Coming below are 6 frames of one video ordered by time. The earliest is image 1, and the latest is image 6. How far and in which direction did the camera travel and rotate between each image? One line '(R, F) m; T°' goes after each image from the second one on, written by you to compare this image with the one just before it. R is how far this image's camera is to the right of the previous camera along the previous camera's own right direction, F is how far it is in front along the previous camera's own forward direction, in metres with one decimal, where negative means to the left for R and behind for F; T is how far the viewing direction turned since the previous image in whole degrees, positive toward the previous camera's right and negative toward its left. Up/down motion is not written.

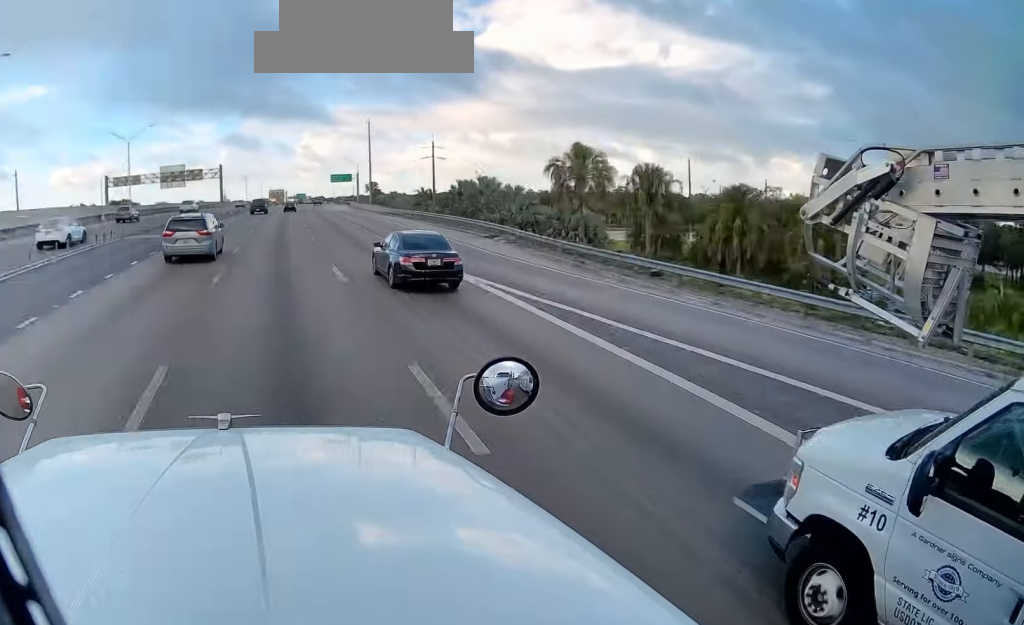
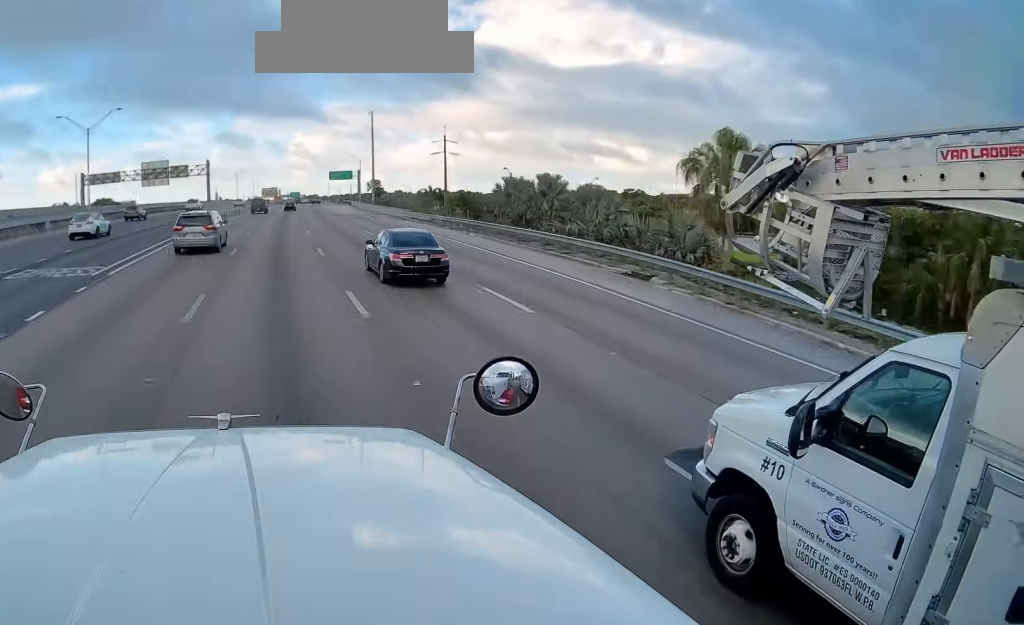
(+0.1, +14.5) m; 0°
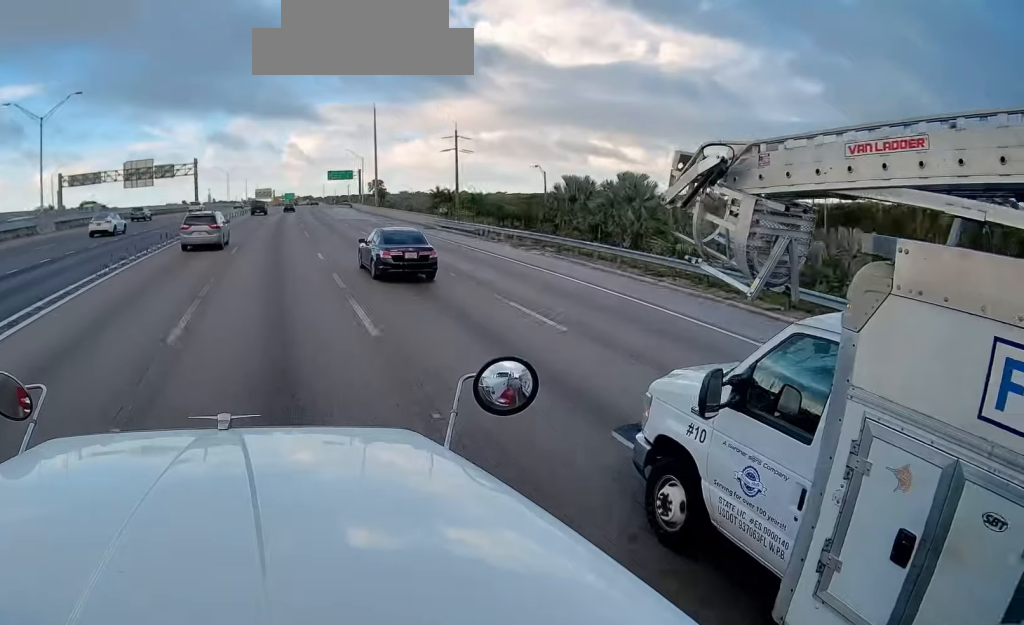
(0.0, +12.9) m; 0°
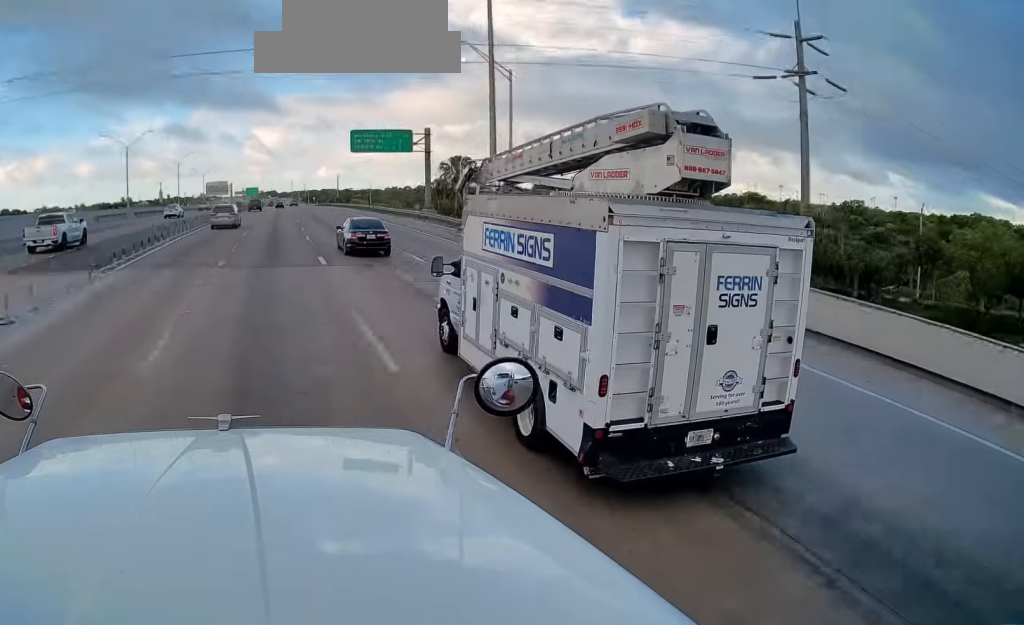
(+0.7, +93.7) m; +2°
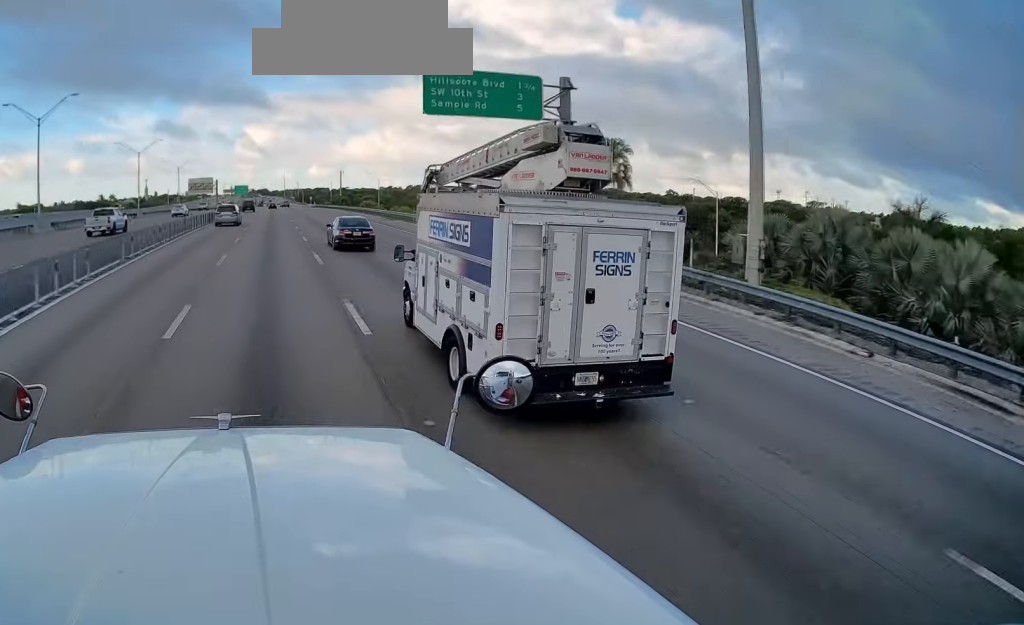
(+0.6, +34.1) m; +2°
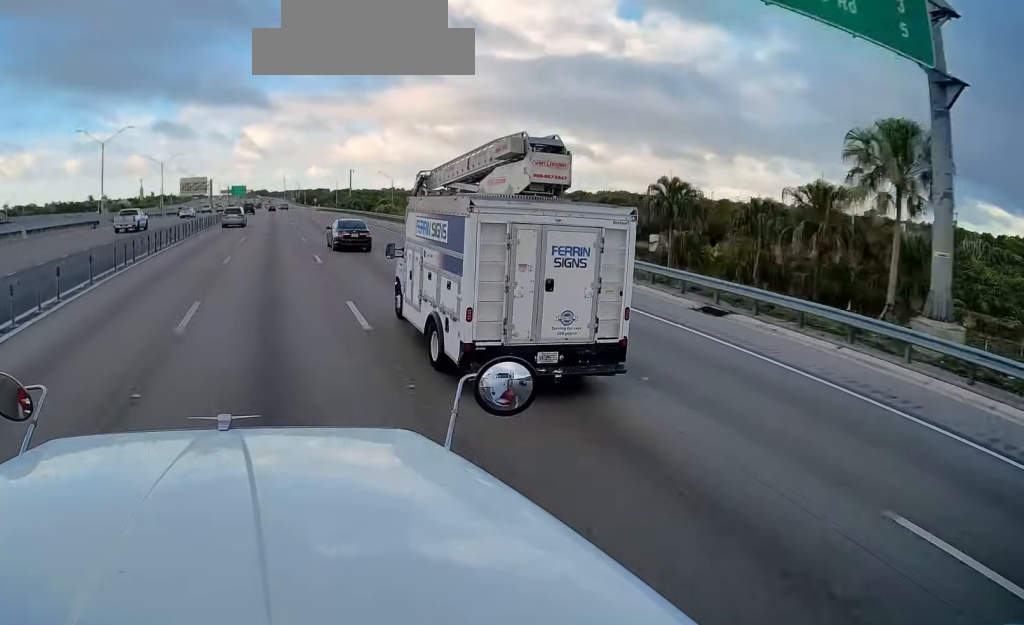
(+0.3, +24.1) m; +1°
